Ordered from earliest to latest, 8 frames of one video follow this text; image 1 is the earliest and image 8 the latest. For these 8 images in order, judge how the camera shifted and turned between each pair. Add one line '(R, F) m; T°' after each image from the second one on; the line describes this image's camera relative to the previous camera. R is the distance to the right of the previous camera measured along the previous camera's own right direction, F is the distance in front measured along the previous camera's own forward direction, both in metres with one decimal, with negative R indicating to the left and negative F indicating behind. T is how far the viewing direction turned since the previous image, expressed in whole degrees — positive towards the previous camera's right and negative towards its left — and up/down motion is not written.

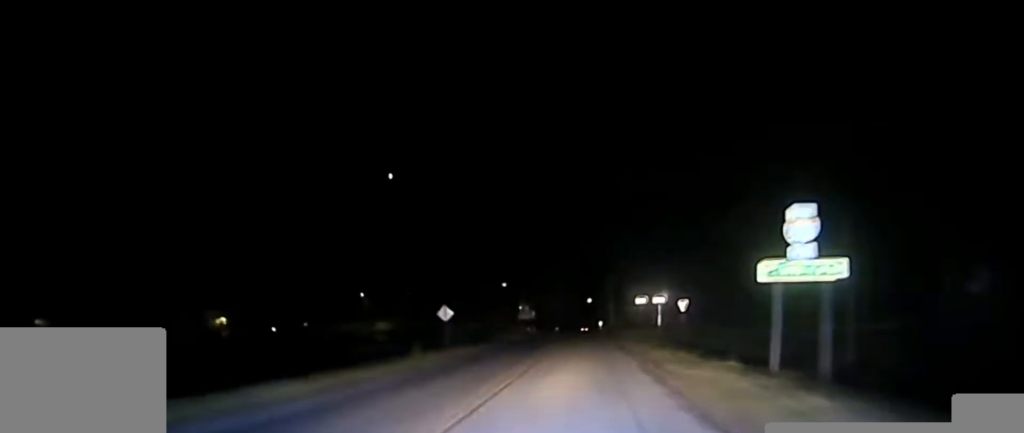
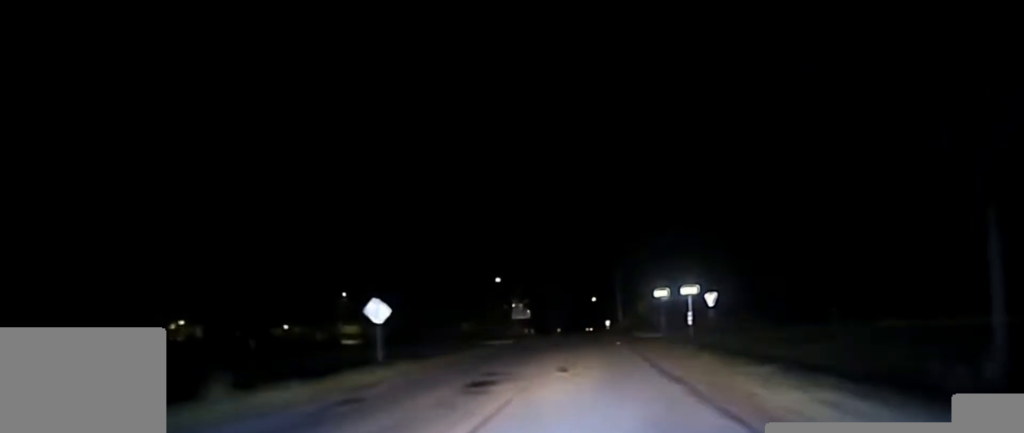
(0.0, +17.4) m; 0°
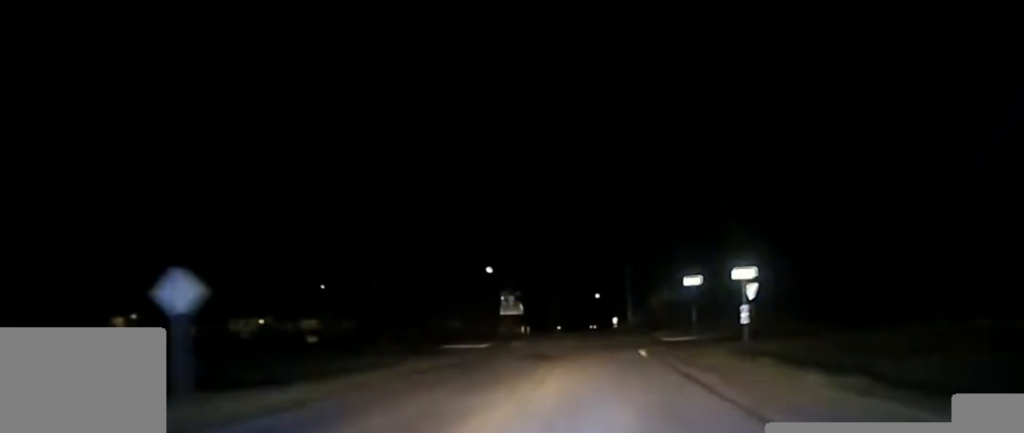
(-0.1, +16.1) m; 0°
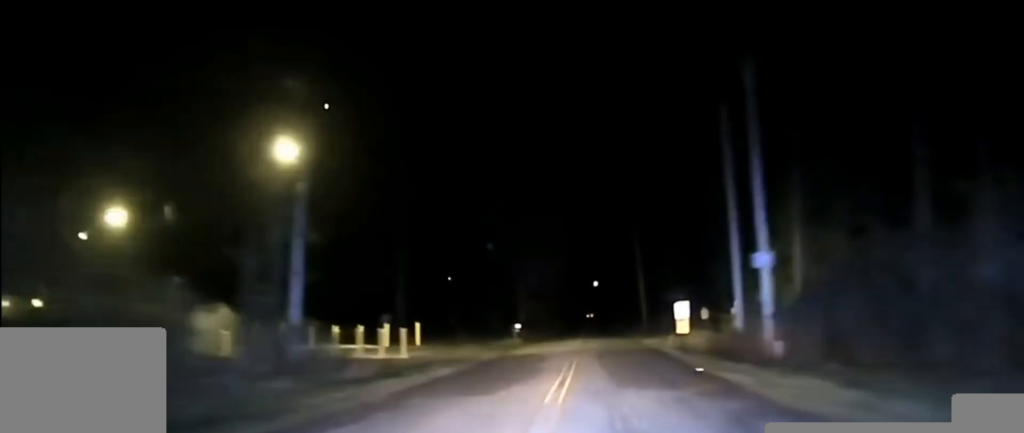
(-0.1, +85.5) m; 0°
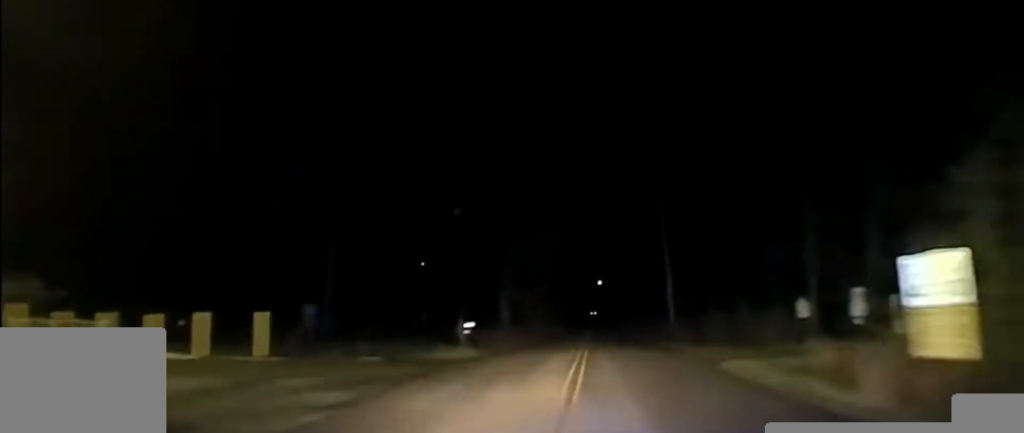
(+0.1, +29.9) m; 0°
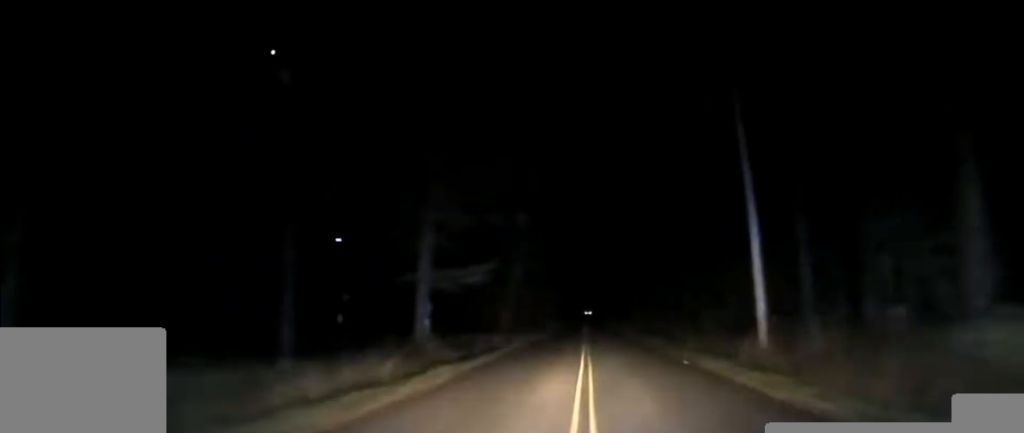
(0.0, +40.4) m; 0°
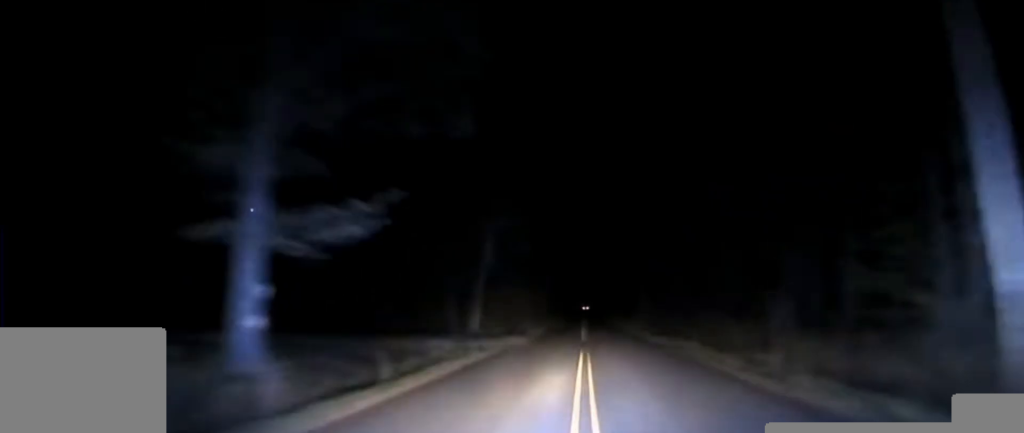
(0.0, +21.4) m; 0°
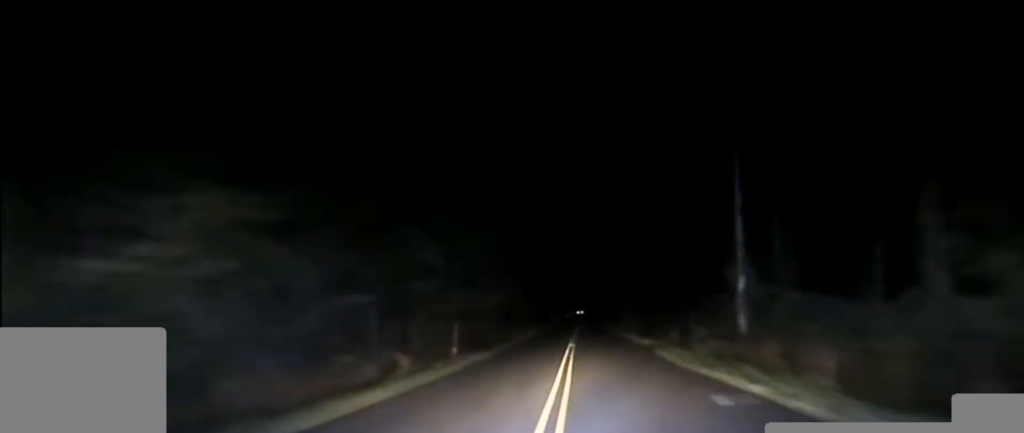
(+0.5, +69.3) m; 0°
